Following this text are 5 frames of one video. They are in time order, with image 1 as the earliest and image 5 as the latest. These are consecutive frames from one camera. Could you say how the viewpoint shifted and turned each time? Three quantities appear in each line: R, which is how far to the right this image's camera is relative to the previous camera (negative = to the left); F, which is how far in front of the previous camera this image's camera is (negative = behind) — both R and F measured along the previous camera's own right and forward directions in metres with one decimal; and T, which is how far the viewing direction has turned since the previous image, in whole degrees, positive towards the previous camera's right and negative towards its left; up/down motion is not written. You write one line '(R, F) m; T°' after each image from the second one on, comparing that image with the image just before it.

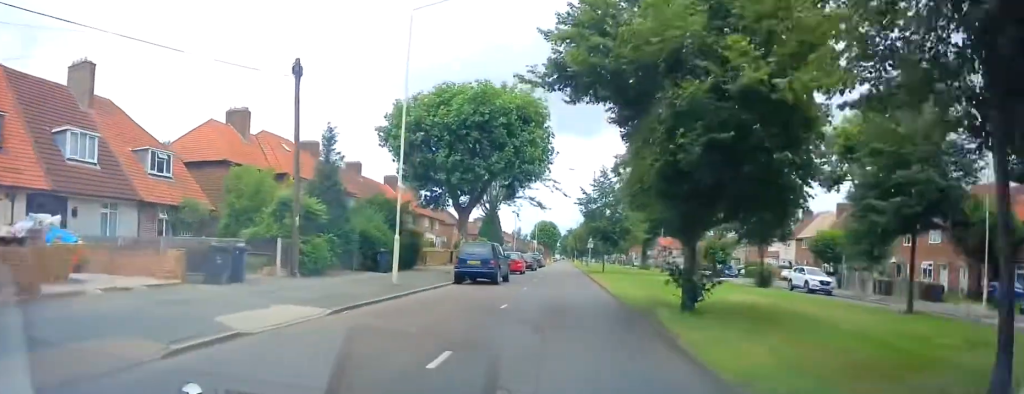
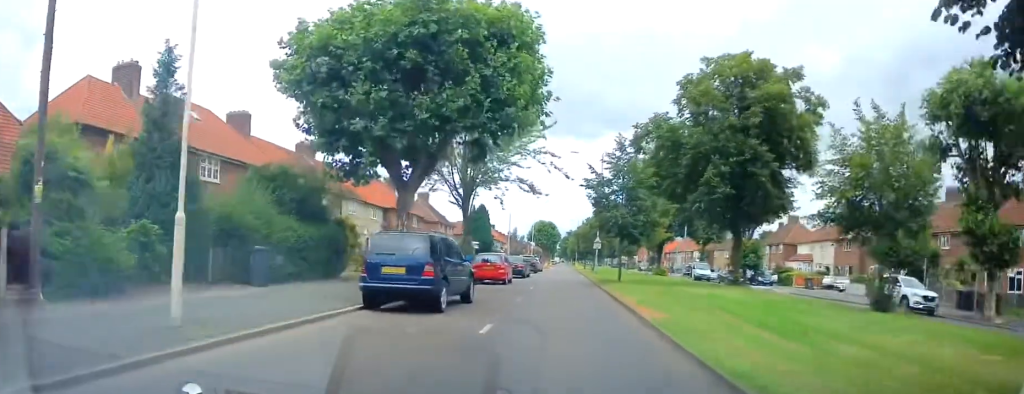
(-0.2, +11.4) m; 0°
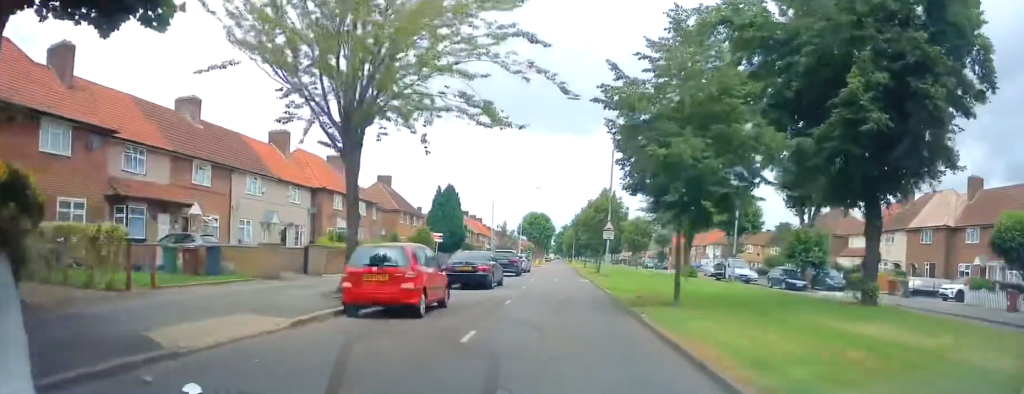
(+0.2, +16.0) m; 0°
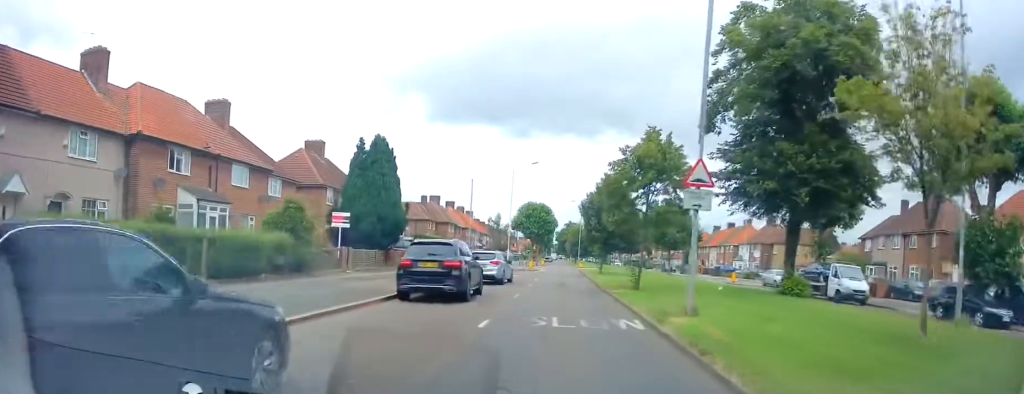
(+0.3, +20.8) m; +1°
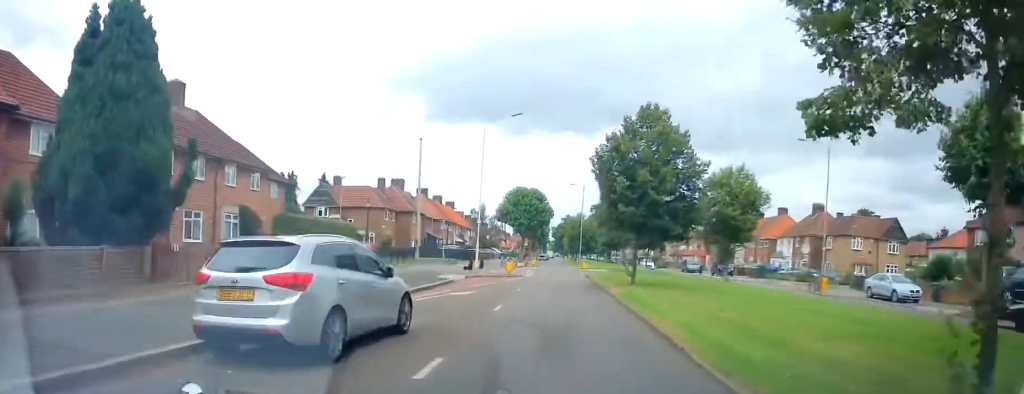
(-0.3, +19.4) m; -1°
